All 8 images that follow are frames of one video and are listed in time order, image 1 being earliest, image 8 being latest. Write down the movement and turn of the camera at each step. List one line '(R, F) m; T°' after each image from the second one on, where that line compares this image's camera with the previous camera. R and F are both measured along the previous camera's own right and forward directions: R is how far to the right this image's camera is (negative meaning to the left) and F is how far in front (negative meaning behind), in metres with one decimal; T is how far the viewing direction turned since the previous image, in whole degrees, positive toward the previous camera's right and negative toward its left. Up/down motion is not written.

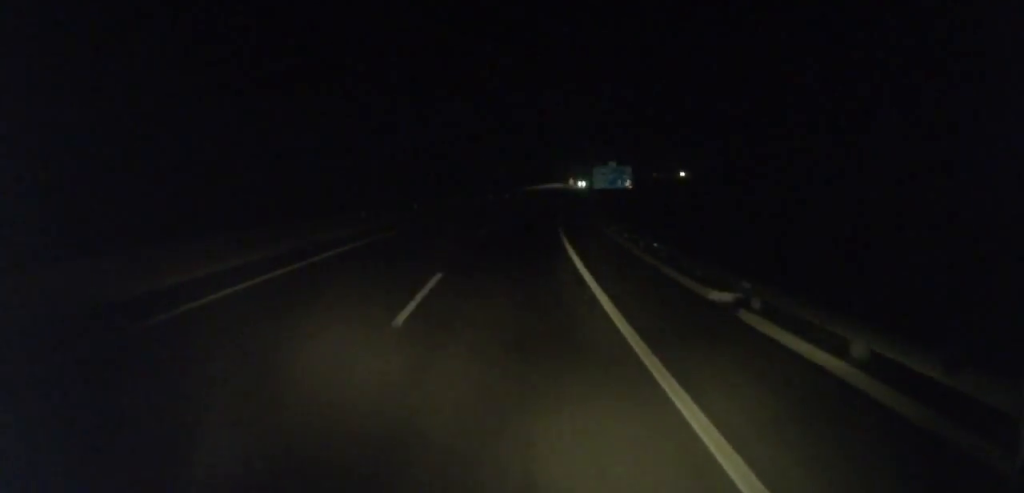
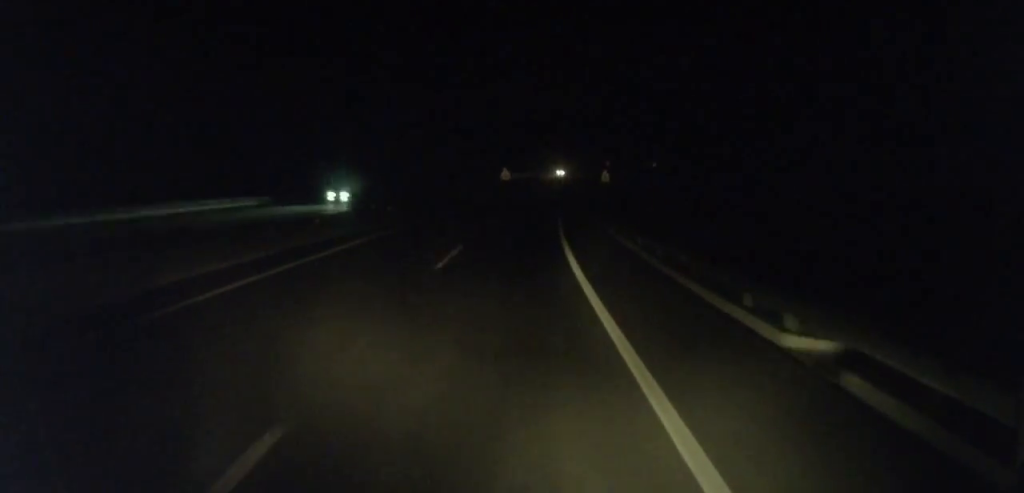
(-0.7, +60.8) m; +5°
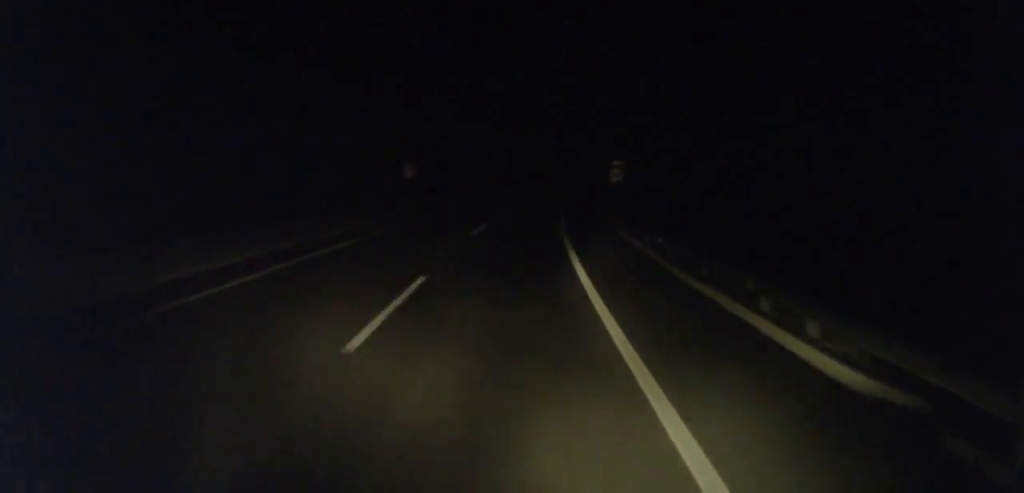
(+22.5, +139.0) m; +17°
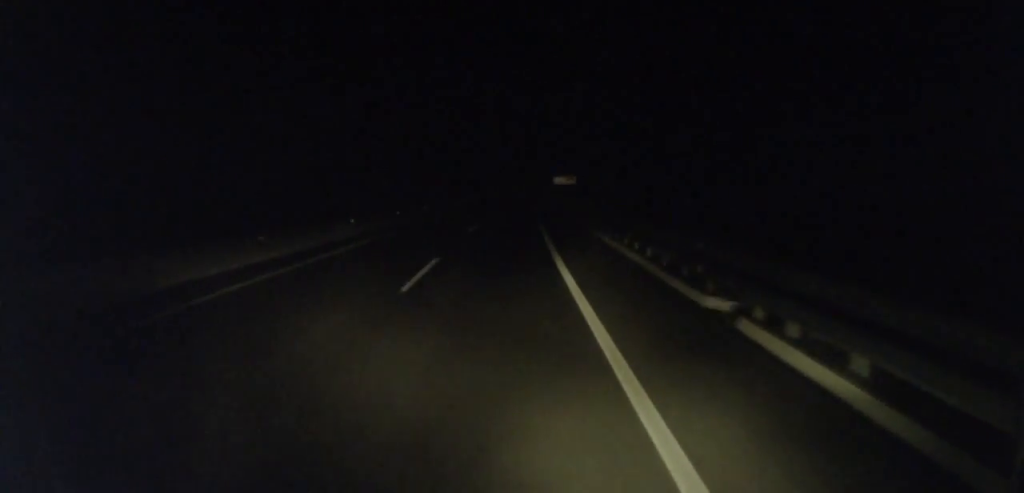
(+6.2, +78.9) m; +8°
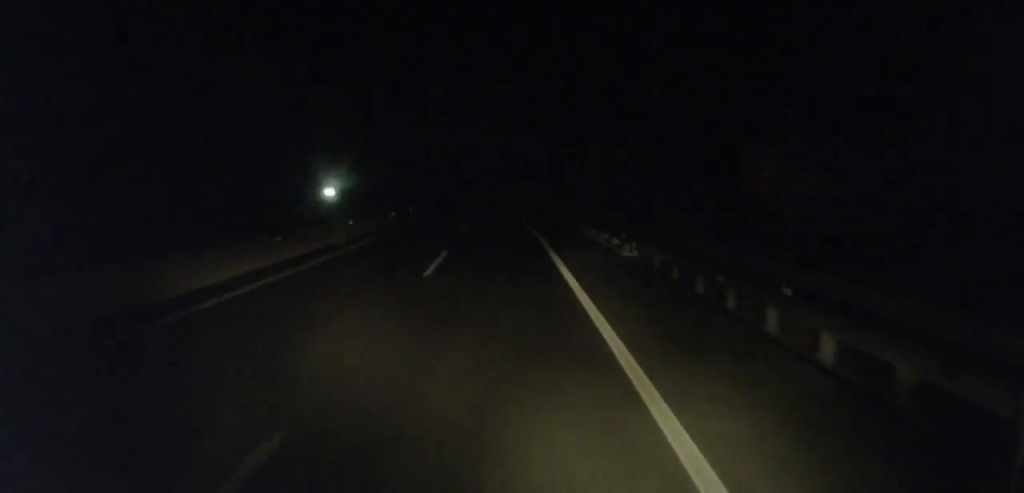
(+5.2, +65.6) m; +3°
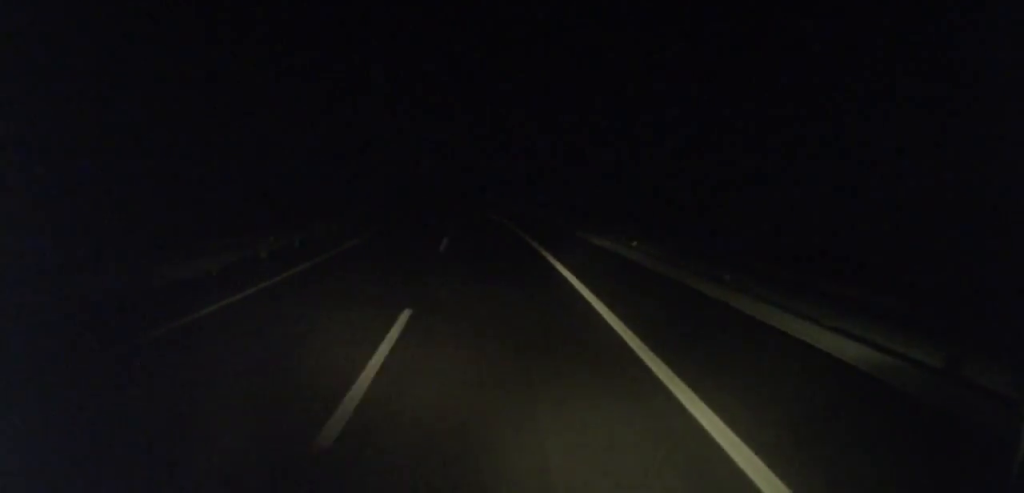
(-5.4, +116.0) m; -8°
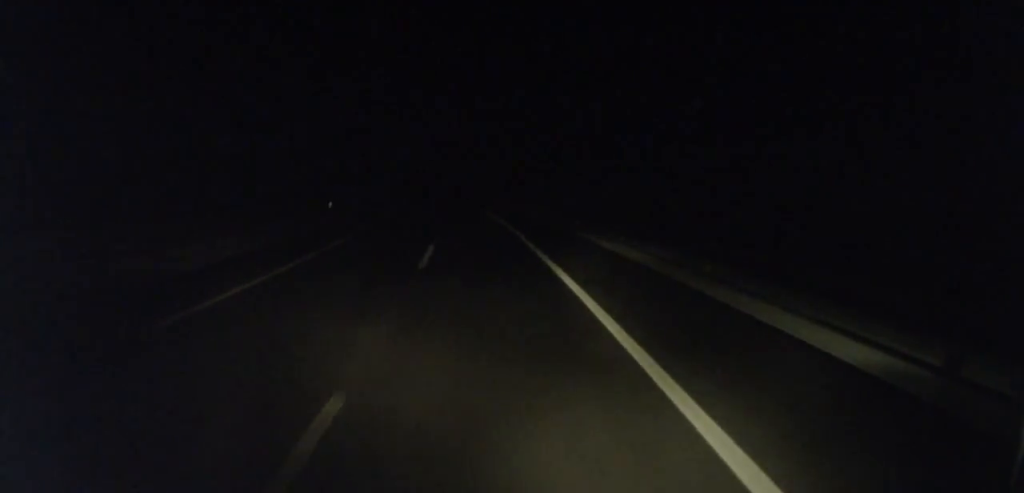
(-1.6, +39.3) m; -4°
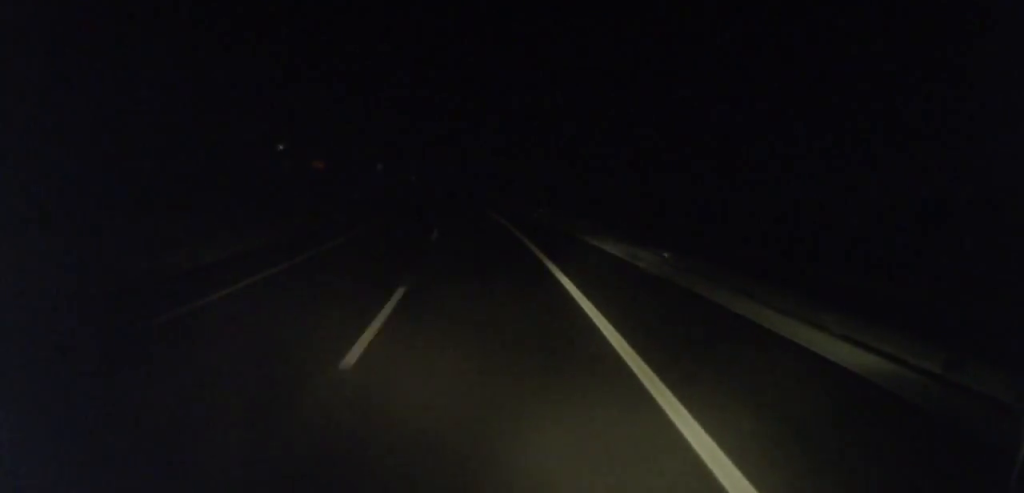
(-3.3, +59.9) m; -7°
